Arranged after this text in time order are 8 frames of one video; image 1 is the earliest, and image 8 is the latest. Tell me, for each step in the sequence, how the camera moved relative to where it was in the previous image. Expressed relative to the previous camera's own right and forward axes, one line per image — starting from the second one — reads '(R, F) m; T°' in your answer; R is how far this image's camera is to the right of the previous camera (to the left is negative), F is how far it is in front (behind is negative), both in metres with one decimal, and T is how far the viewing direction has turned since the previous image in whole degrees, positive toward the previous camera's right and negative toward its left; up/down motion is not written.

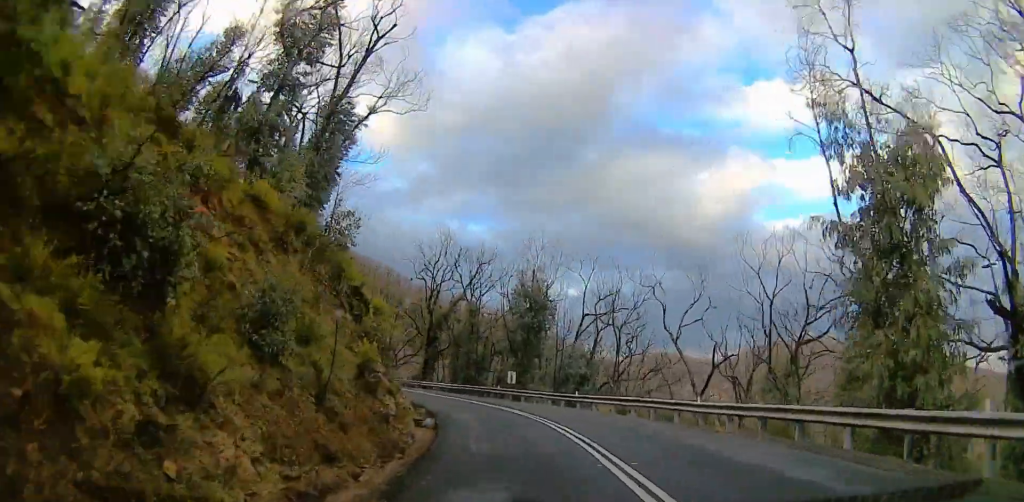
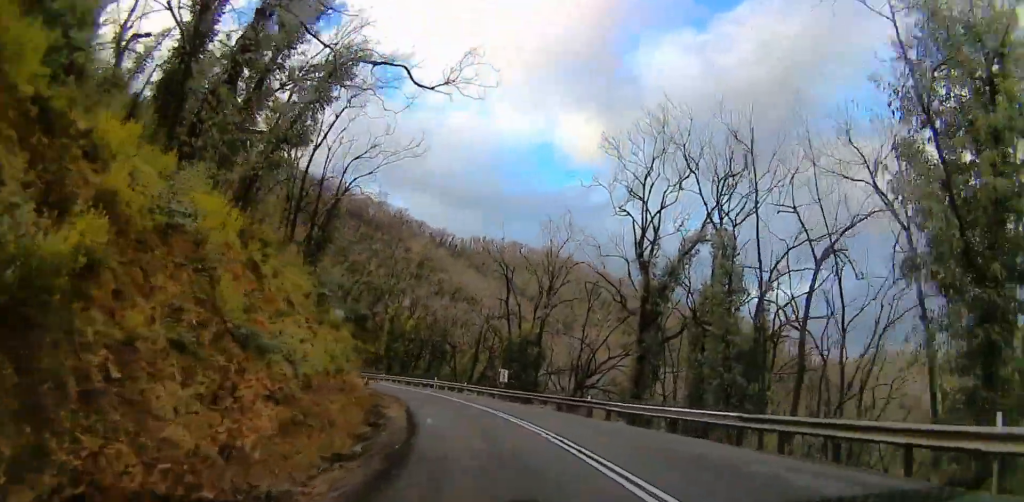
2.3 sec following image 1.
(-4.9, +34.1) m; -21°
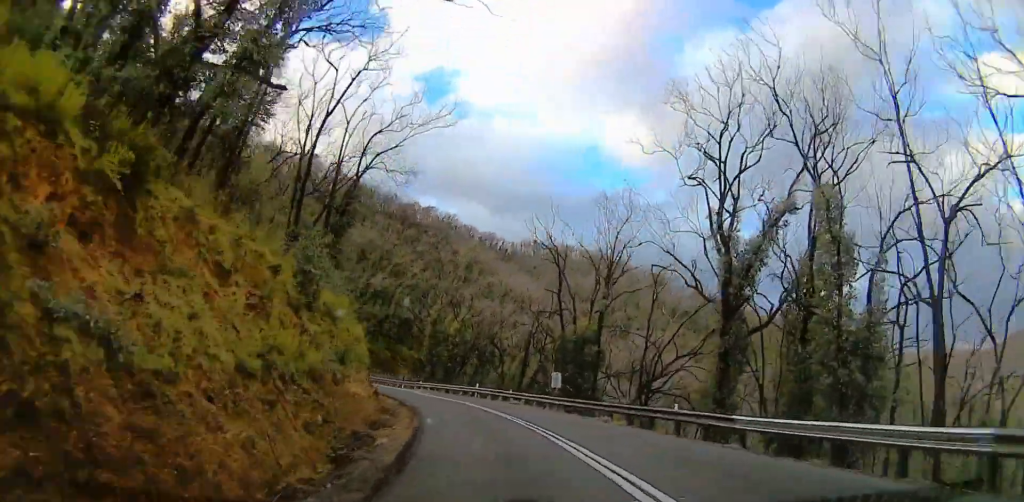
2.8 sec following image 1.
(-0.5, +6.9) m; -4°
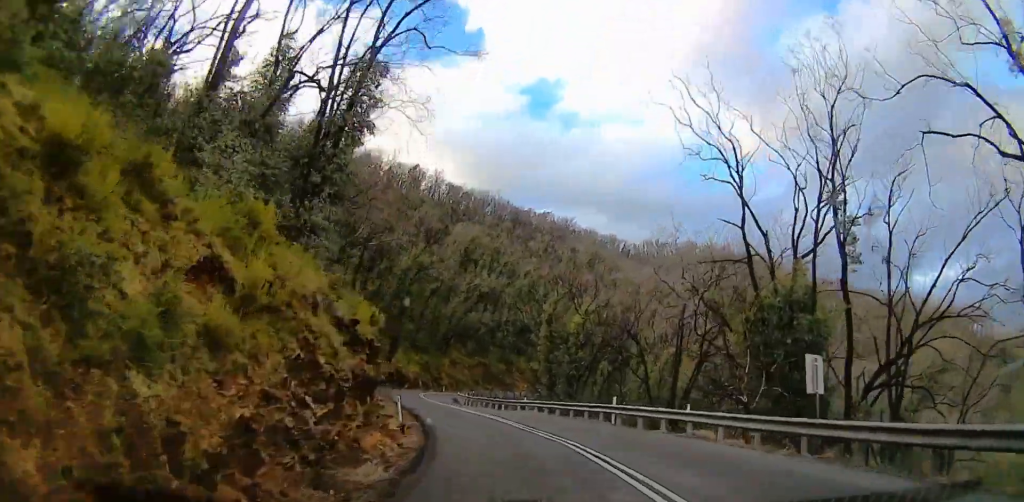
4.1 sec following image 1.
(-1.6, +18.3) m; -10°
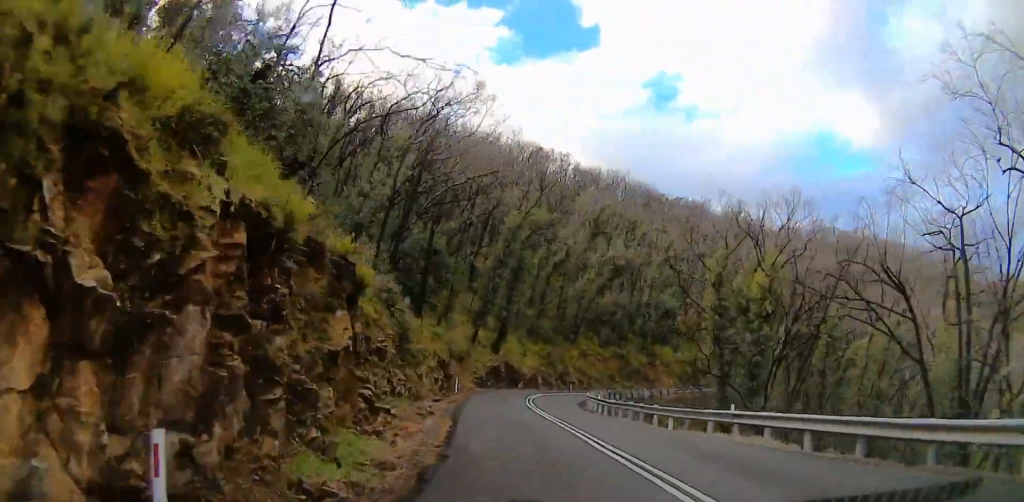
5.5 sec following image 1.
(-1.4, +15.0) m; -12°
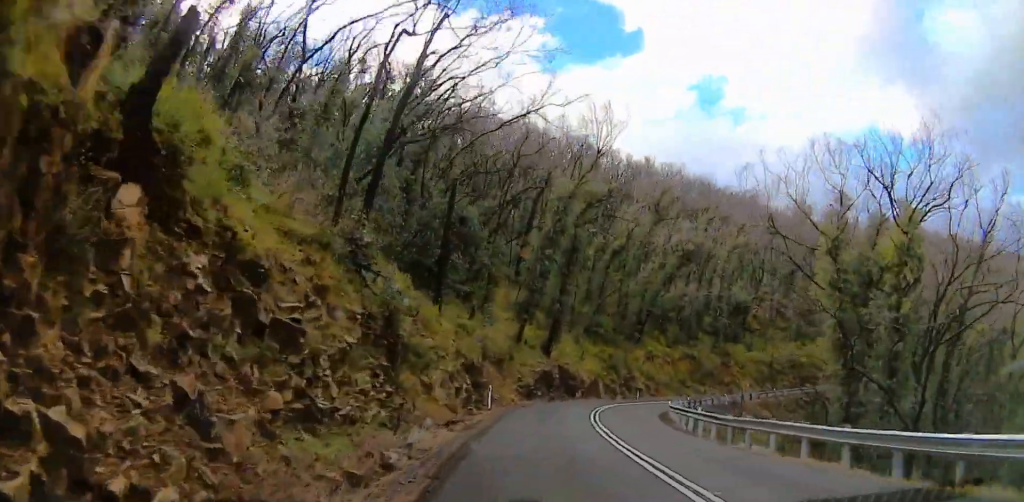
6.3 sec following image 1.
(-0.6, +6.5) m; -5°
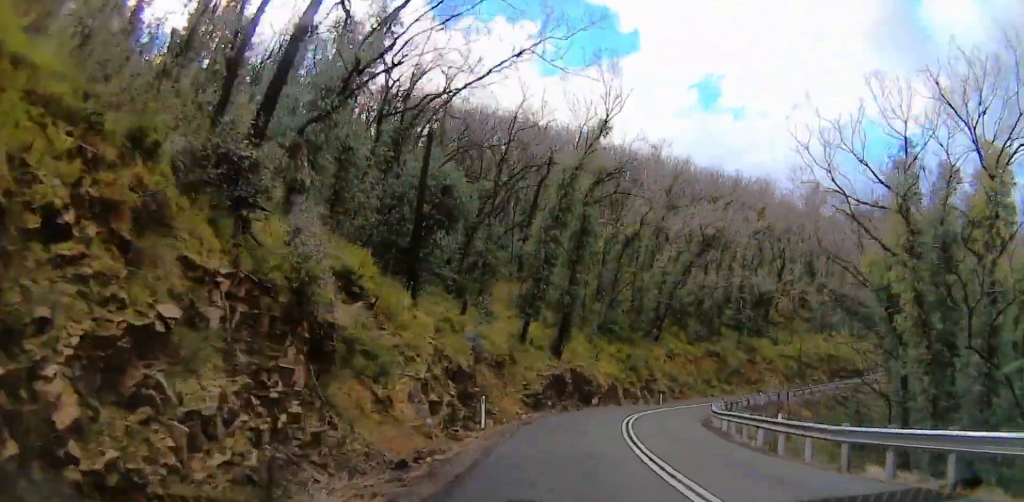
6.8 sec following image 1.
(0.0, +4.1) m; +5°
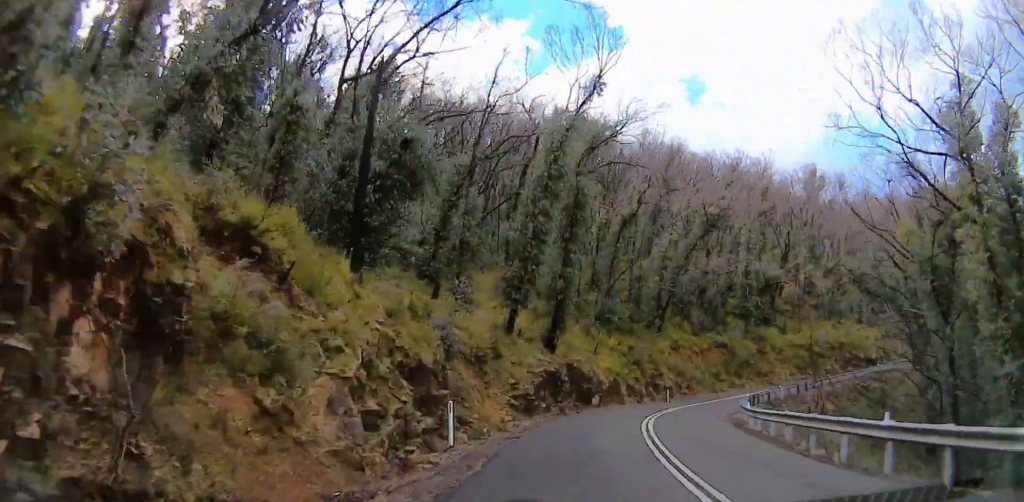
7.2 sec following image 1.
(-0.3, +3.4) m; +4°
